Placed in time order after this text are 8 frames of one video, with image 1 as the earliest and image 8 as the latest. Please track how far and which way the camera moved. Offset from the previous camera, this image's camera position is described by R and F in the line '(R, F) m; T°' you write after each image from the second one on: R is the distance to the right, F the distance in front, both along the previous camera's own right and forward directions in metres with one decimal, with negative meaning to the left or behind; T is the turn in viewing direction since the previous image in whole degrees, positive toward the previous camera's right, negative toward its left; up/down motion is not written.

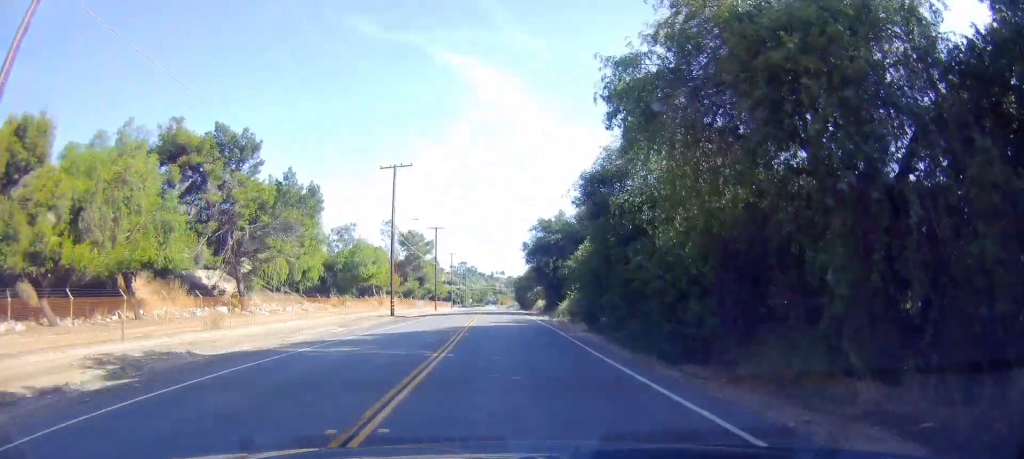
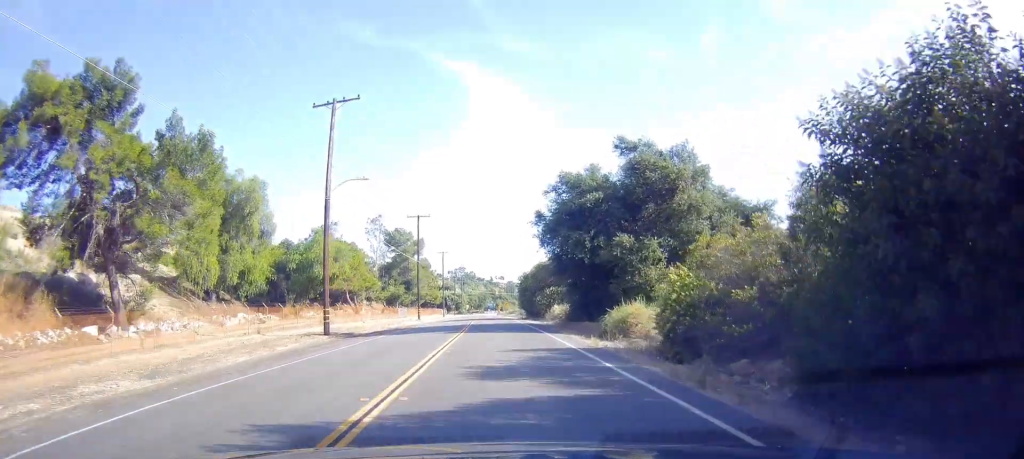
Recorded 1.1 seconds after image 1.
(-0.4, +19.7) m; 0°
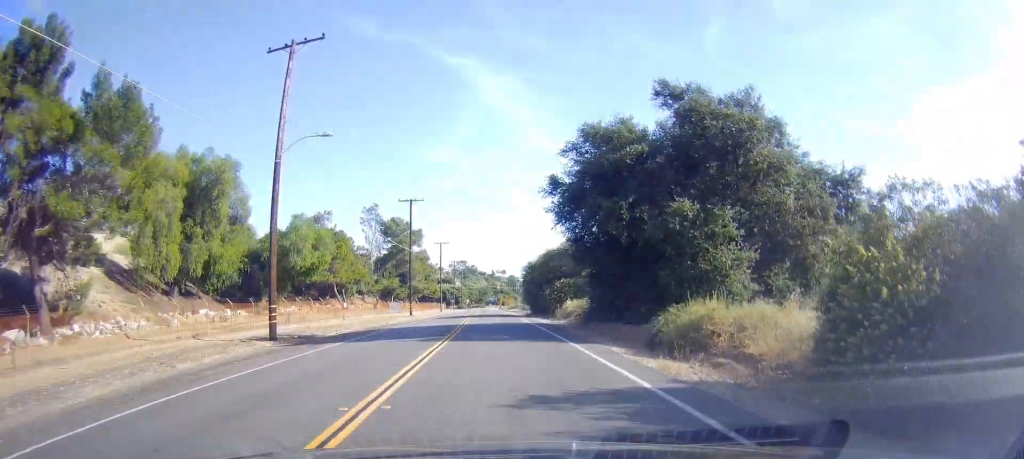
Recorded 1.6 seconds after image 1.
(0.0, +7.8) m; 0°
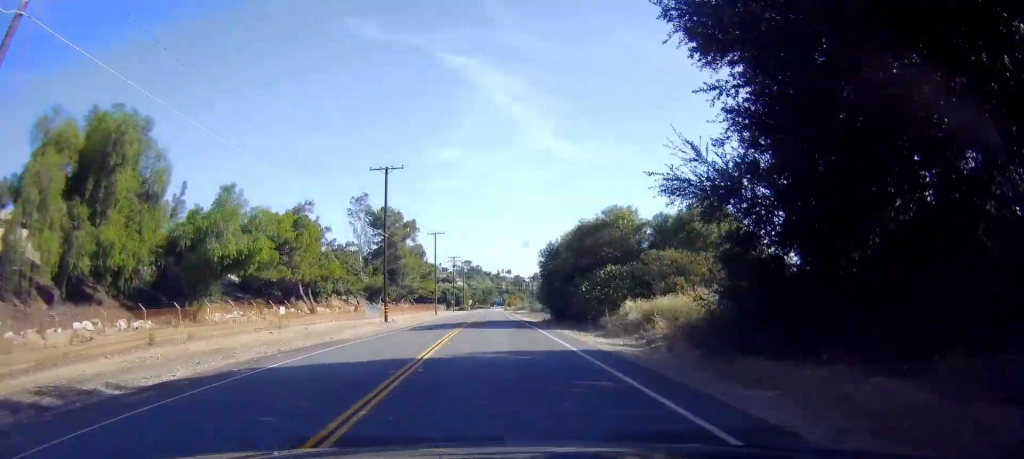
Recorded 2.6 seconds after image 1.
(+0.3, +18.0) m; 0°
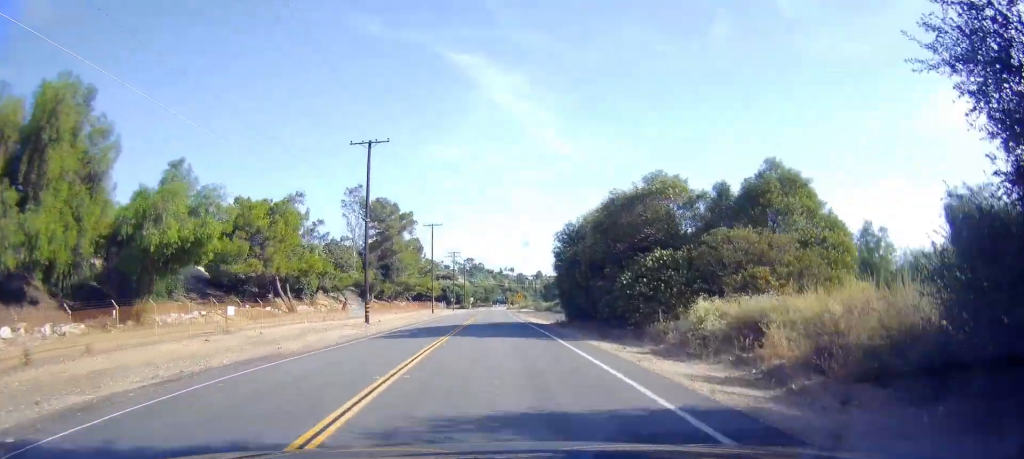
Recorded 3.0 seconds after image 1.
(-0.2, +8.8) m; -1°
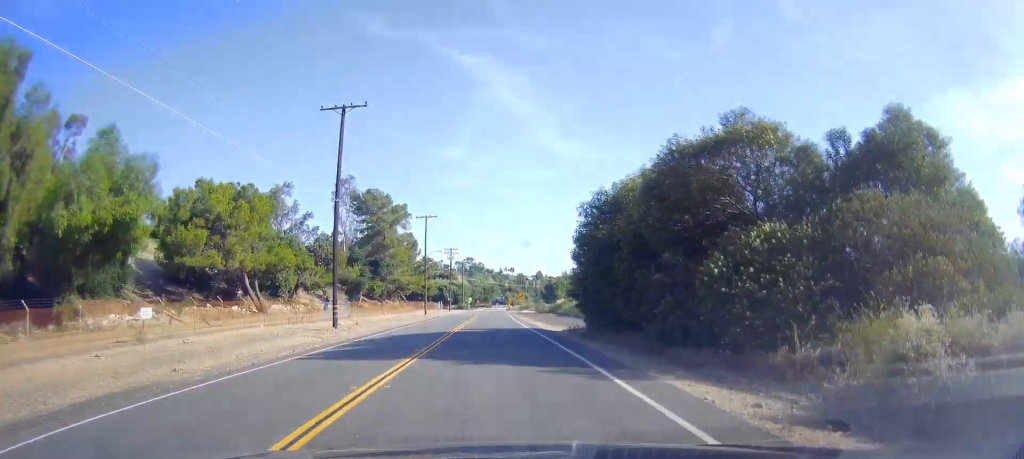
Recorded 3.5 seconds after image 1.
(-0.1, +8.1) m; -1°
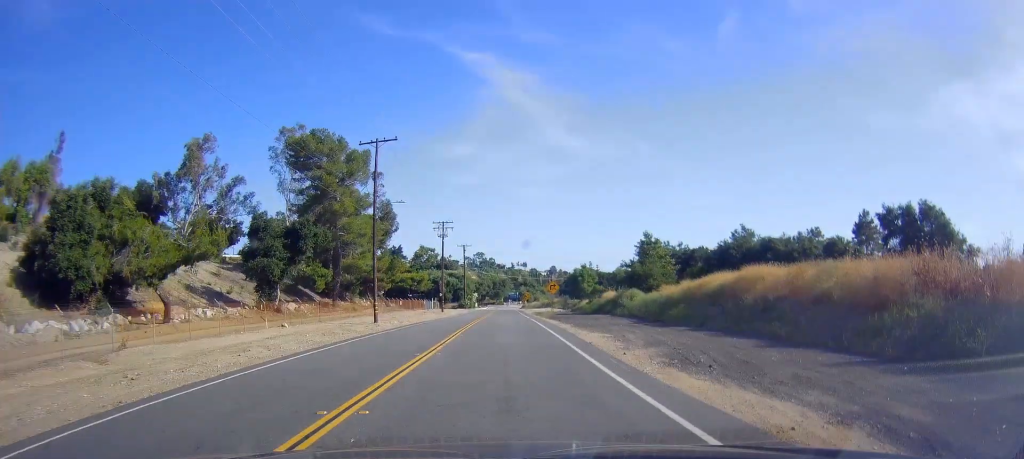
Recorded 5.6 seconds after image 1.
(0.0, +38.8) m; 0°
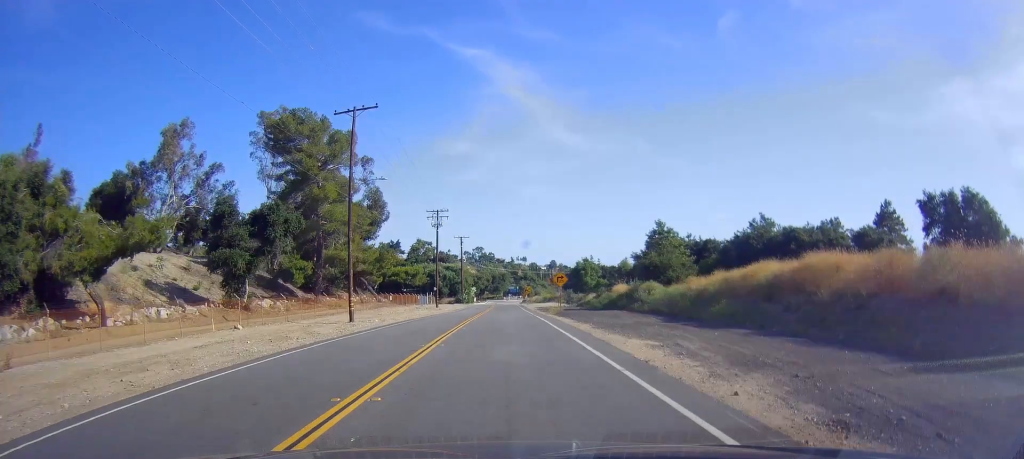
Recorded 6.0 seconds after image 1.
(0.0, +7.4) m; 0°
